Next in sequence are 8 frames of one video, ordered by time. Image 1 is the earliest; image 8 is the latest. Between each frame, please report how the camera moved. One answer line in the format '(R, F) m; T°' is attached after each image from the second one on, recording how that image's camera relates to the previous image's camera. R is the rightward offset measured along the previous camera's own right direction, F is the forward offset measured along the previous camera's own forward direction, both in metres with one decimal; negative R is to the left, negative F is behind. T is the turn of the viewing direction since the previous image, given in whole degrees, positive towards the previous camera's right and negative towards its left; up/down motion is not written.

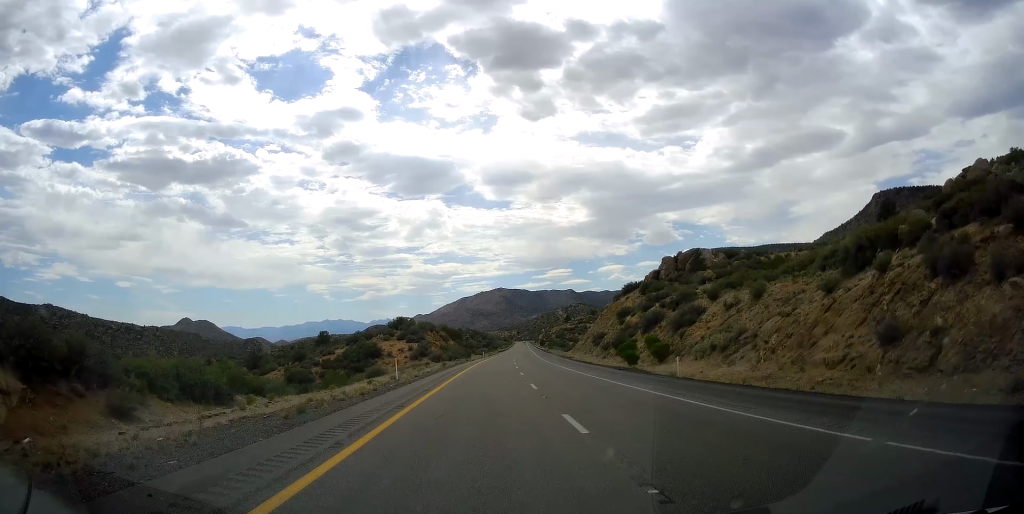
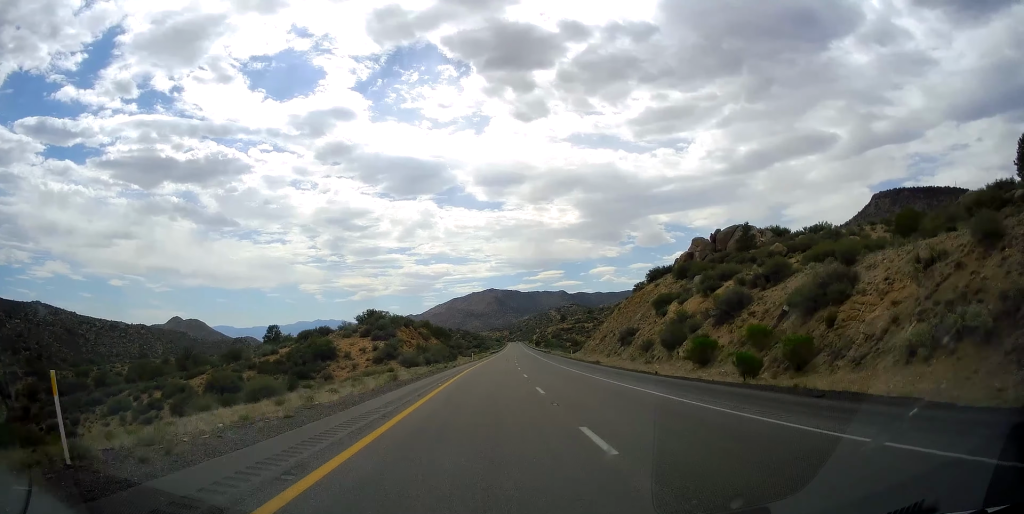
(+0.3, +26.7) m; +1°
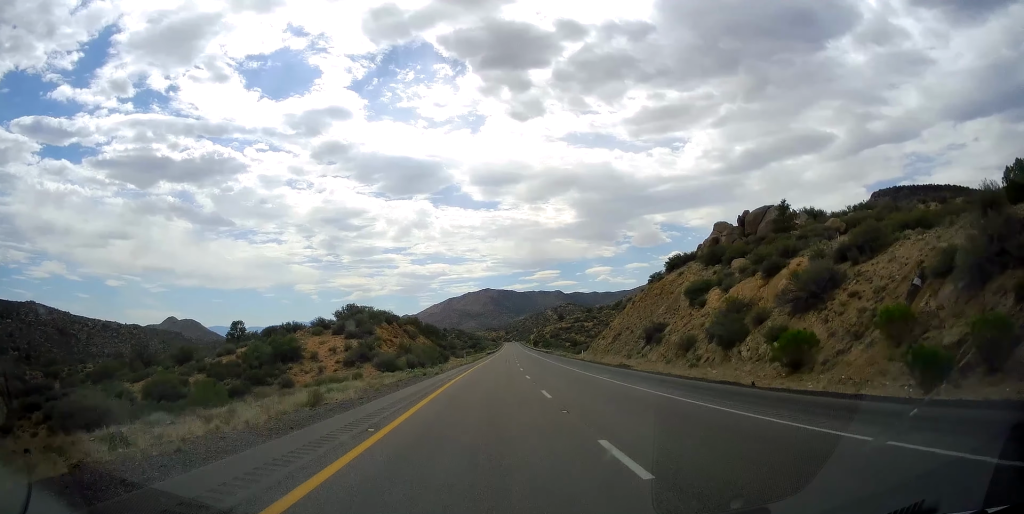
(+0.3, +13.9) m; +1°
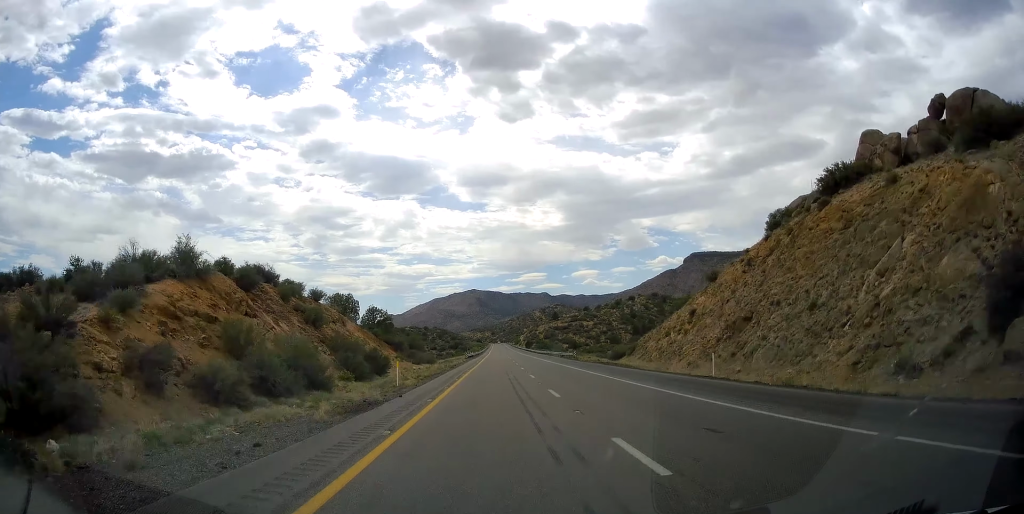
(+0.4, +48.7) m; +1°
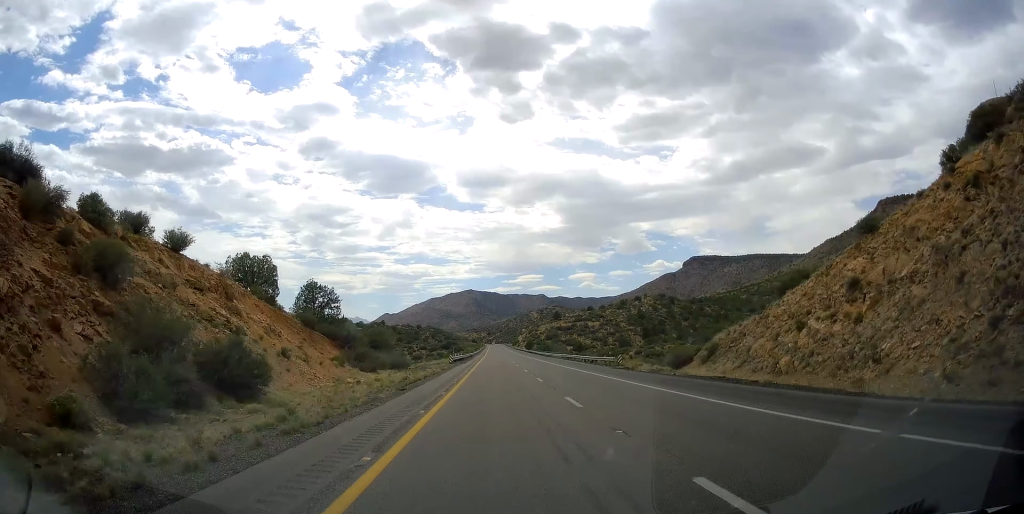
(-0.1, +27.8) m; +1°
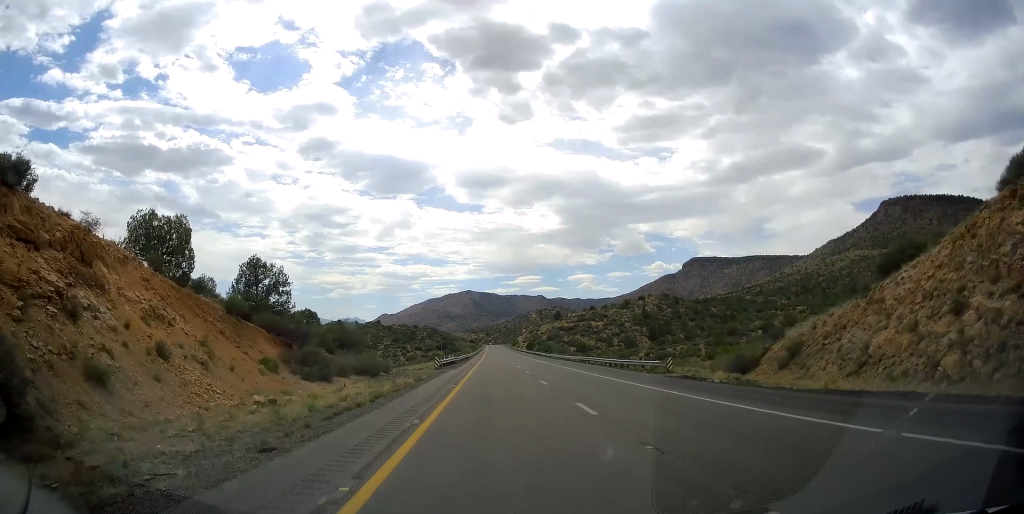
(+0.2, +13.9) m; 0°
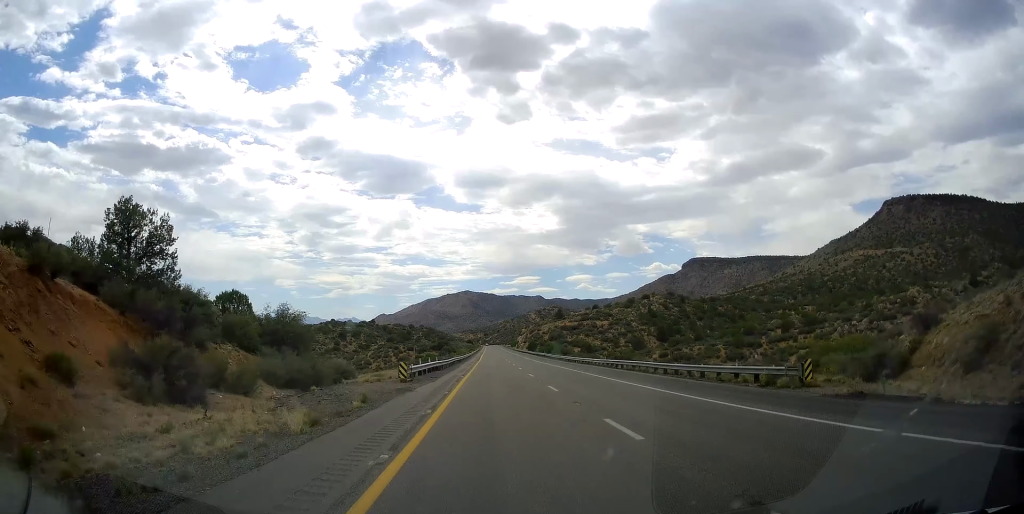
(+0.2, +16.2) m; 0°
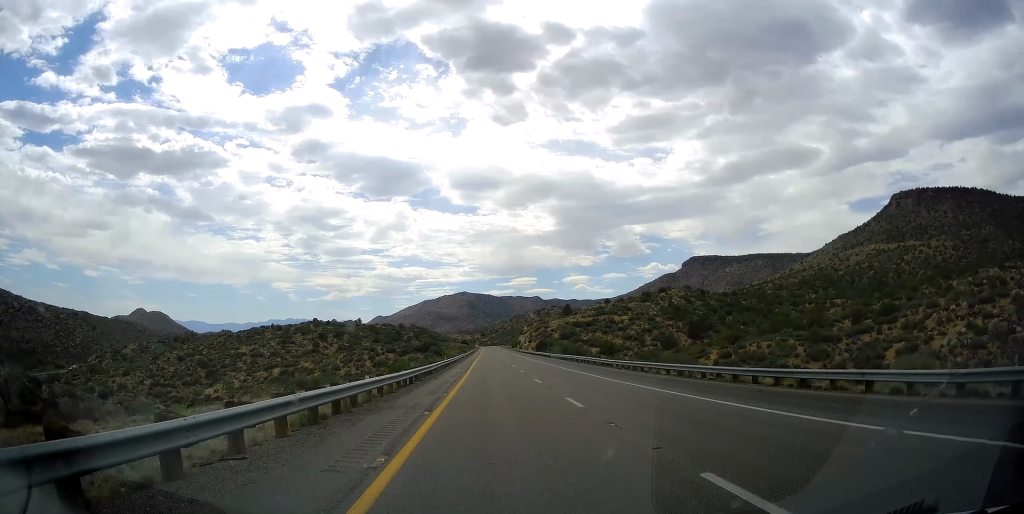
(+0.2, +42.5) m; +1°
